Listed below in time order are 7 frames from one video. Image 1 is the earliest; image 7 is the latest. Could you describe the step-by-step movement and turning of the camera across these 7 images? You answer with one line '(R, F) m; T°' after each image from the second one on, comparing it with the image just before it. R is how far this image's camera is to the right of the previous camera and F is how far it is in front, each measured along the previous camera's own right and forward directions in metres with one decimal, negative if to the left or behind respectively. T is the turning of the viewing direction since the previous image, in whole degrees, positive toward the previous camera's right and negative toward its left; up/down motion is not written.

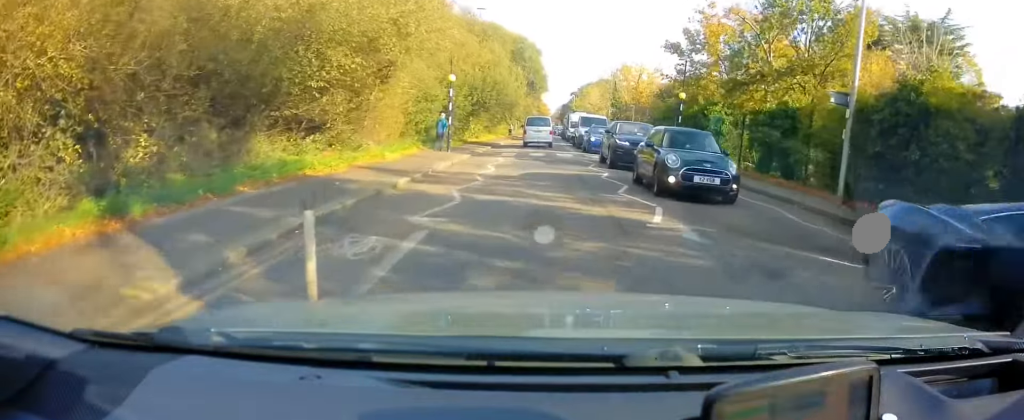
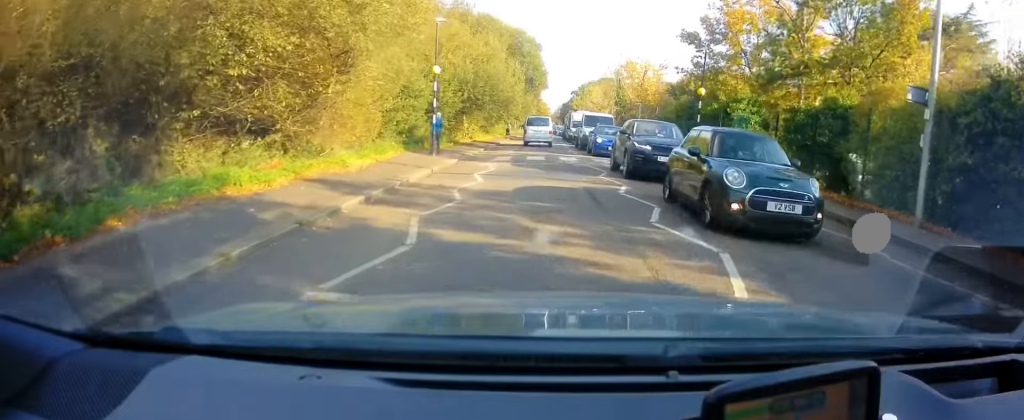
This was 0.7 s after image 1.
(+0.2, +3.6) m; 0°
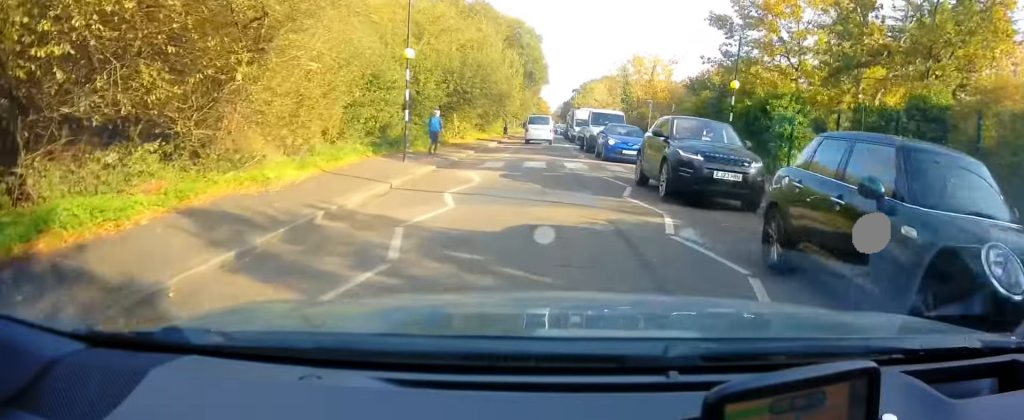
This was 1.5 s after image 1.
(-0.2, +4.5) m; 0°
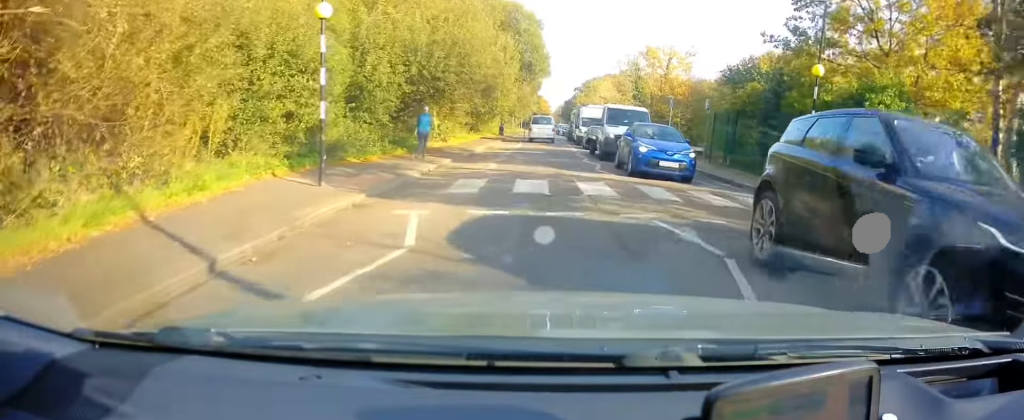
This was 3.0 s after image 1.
(+0.1, +7.2) m; 0°
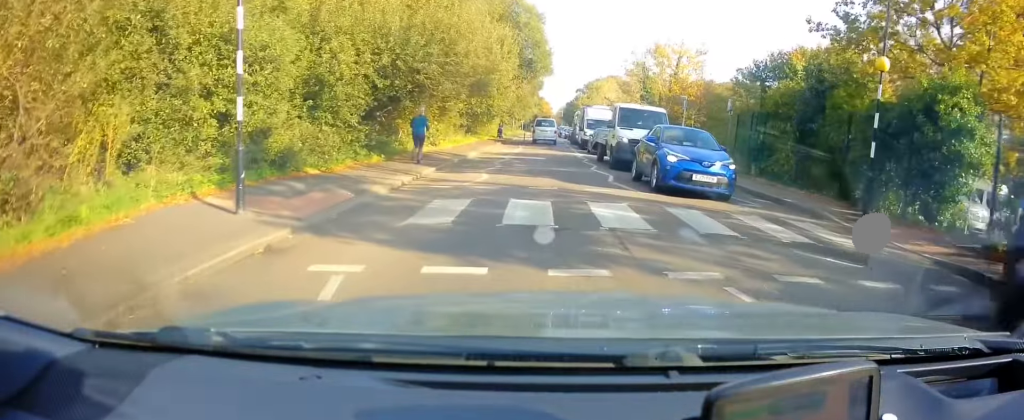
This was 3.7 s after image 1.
(-0.2, +3.4) m; 0°
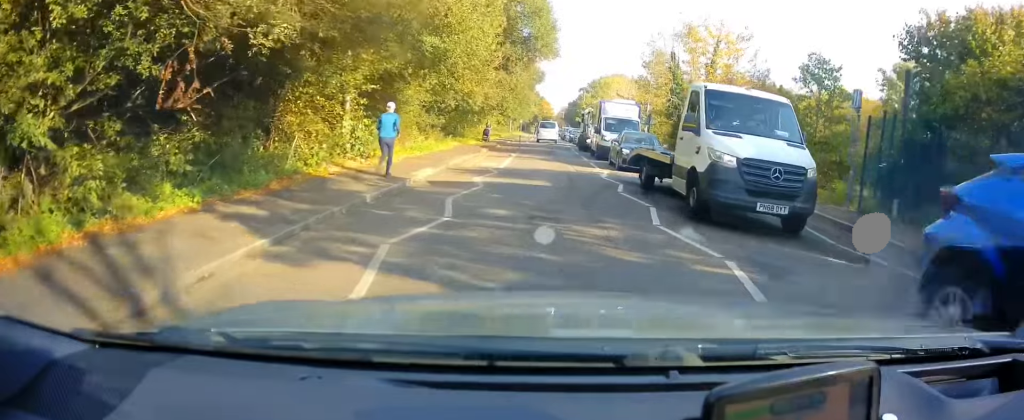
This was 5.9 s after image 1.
(+0.3, +10.7) m; +3°
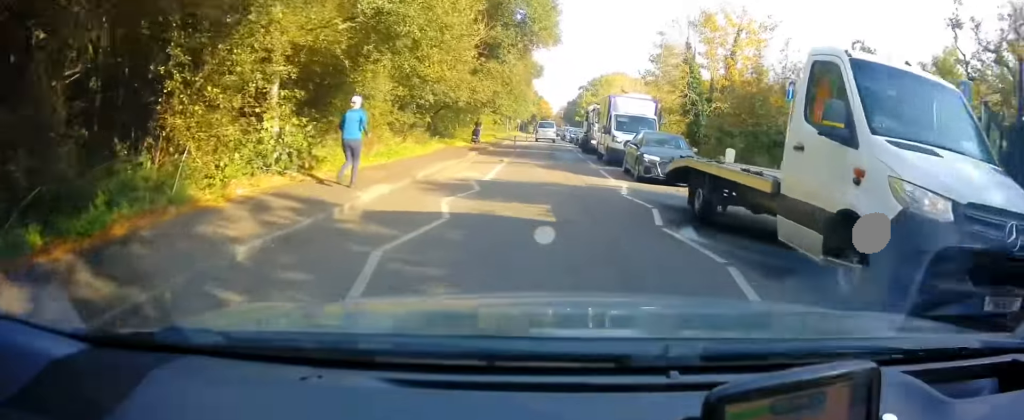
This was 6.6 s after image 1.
(+0.3, +4.2) m; 0°
